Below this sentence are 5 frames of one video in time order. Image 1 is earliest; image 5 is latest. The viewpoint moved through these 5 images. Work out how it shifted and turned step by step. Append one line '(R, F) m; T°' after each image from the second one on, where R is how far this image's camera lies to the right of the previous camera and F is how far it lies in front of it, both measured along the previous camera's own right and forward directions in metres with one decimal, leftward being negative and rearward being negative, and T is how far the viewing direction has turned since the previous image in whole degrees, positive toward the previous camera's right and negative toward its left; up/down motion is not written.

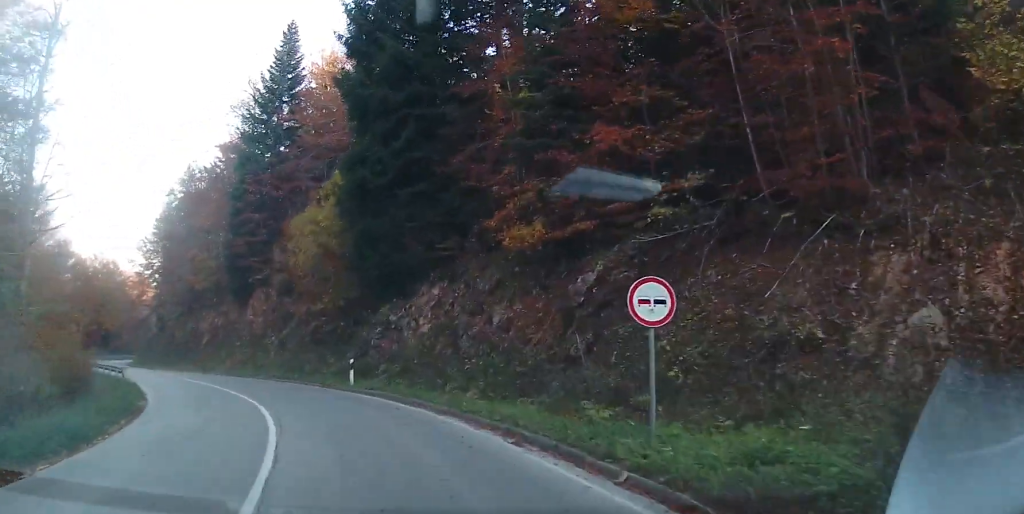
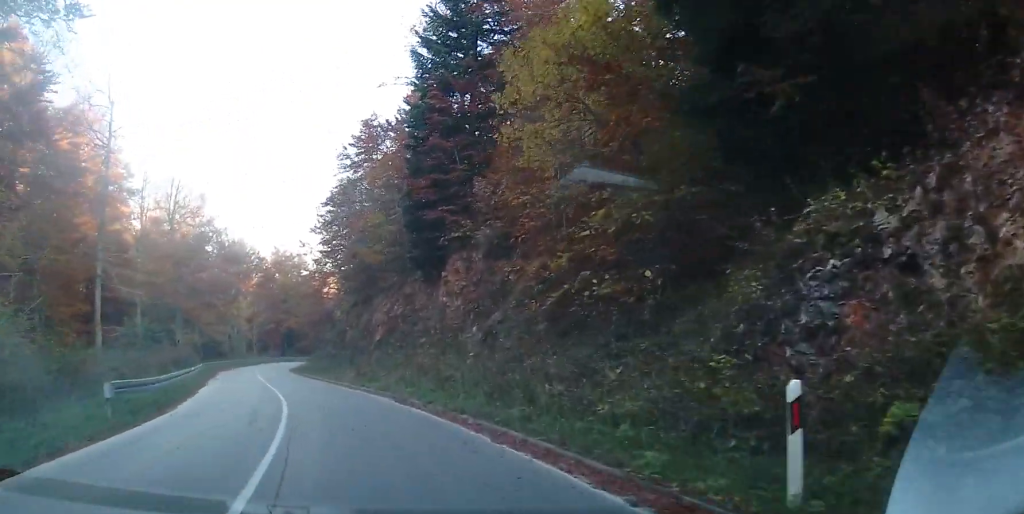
(-2.5, +17.8) m; -18°
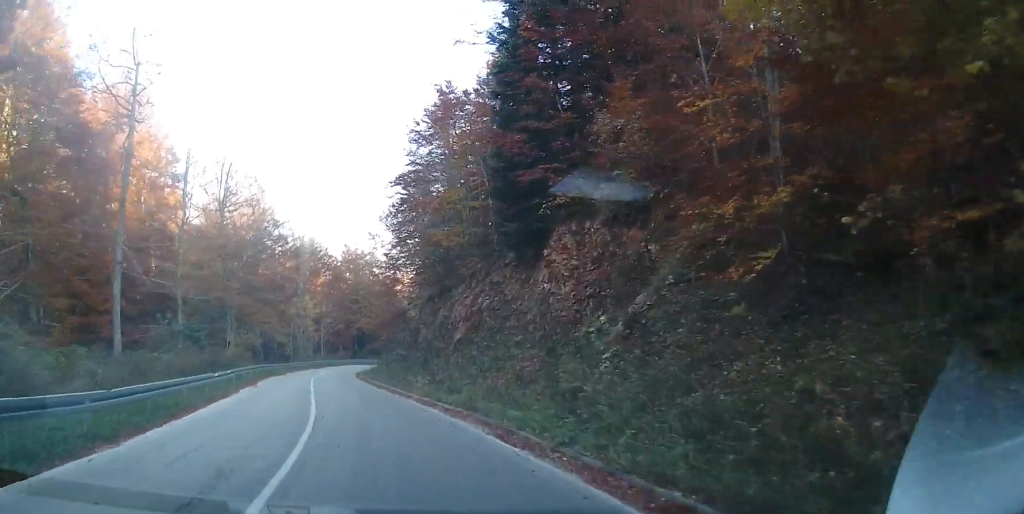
(-0.6, +7.2) m; -7°
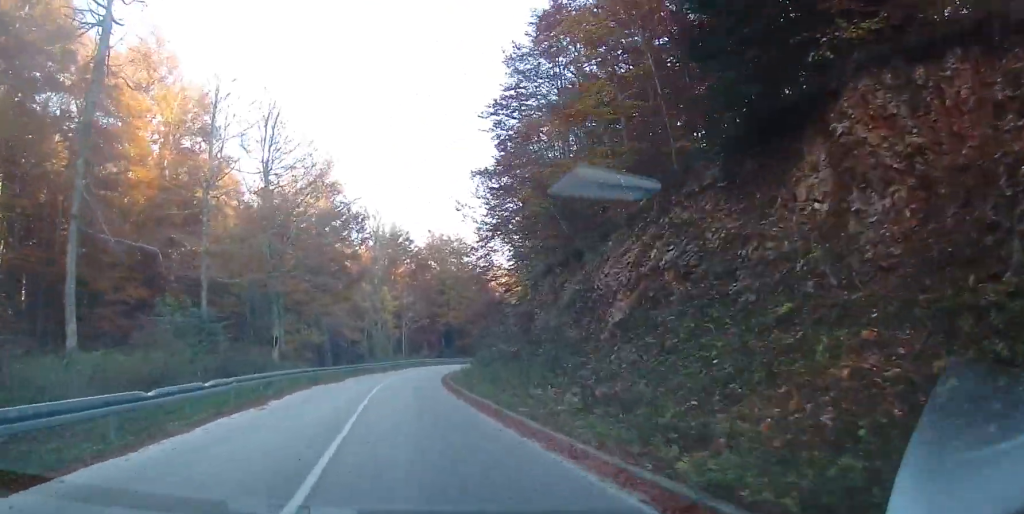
(-1.5, +12.6) m; -8°
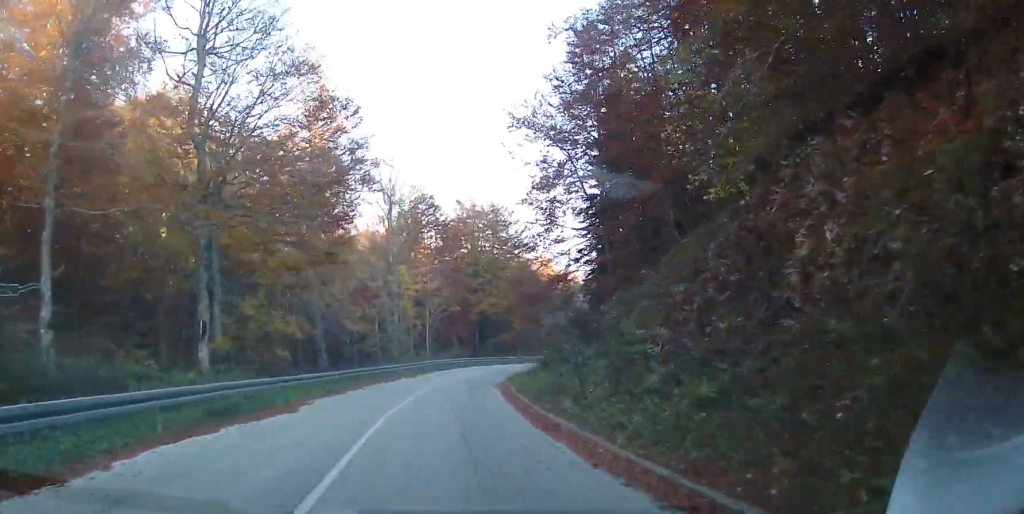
(-0.6, +18.2) m; -2°
